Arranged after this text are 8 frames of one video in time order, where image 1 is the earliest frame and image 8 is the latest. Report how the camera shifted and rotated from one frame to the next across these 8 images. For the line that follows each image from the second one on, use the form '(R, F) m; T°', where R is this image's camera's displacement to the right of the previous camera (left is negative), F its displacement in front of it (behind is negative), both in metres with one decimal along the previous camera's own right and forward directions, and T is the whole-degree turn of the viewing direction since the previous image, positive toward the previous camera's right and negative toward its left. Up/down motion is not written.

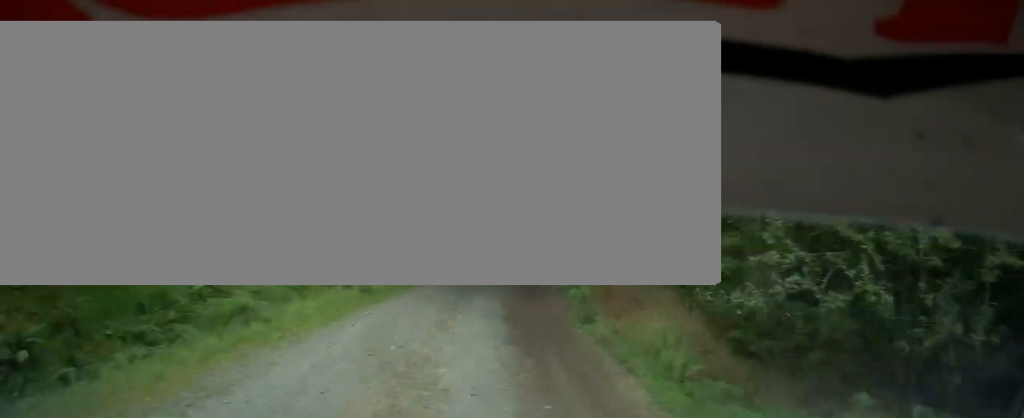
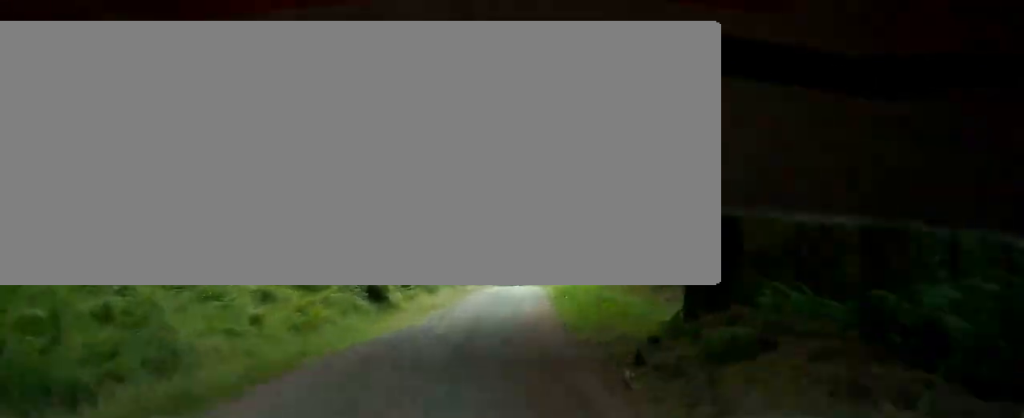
(+0.4, +12.6) m; 0°
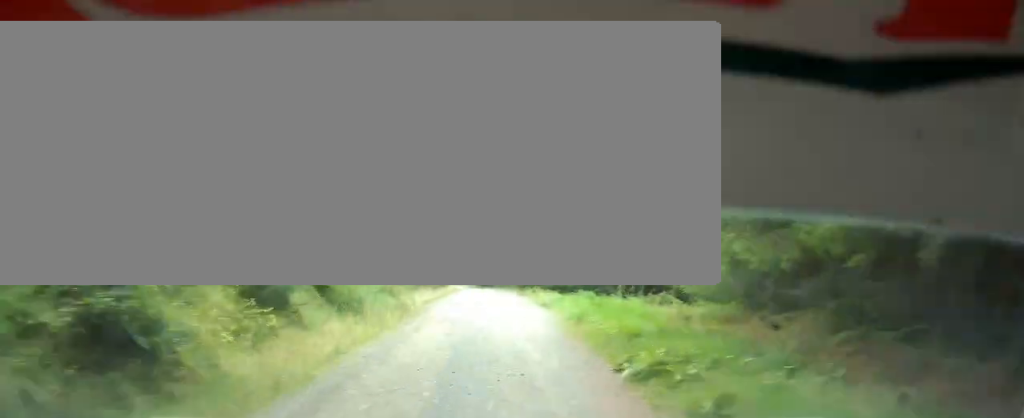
(-0.4, +14.0) m; 0°
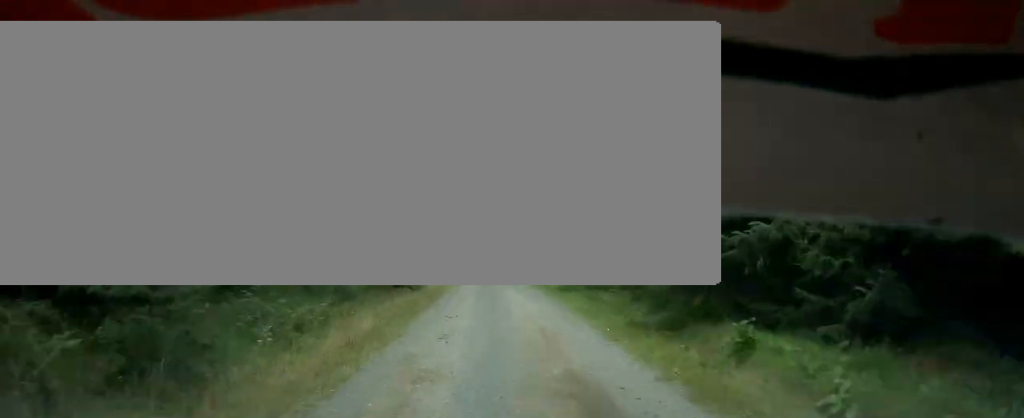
(0.0, +34.0) m; -2°
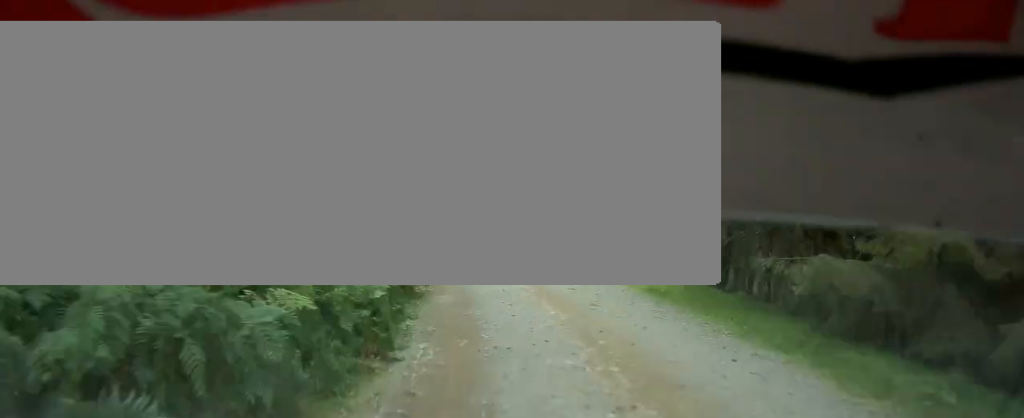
(-2.5, +41.7) m; -9°
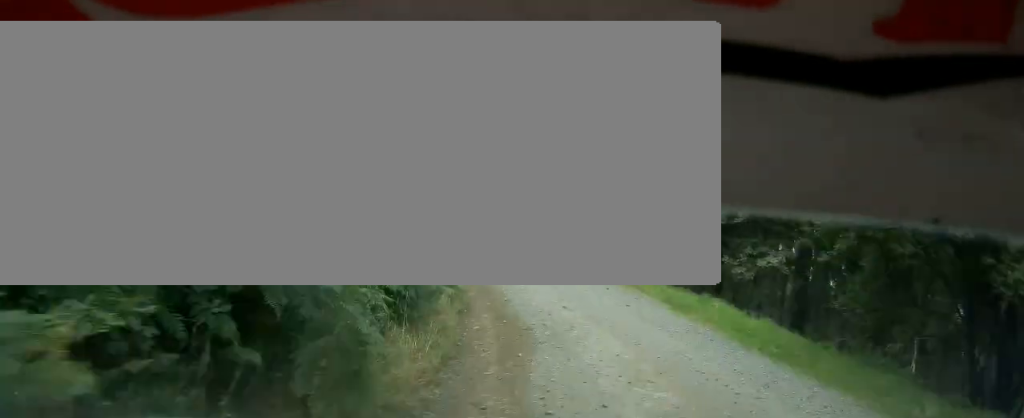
(-0.5, +14.7) m; -2°
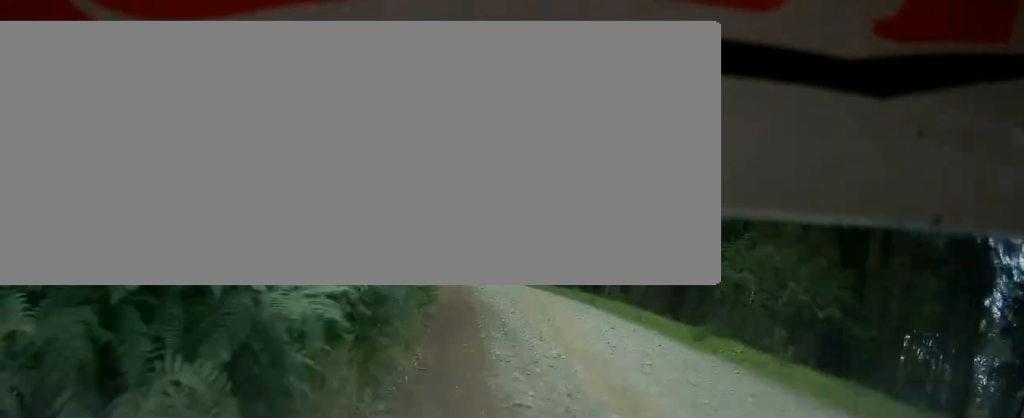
(-0.9, +27.1) m; -5°
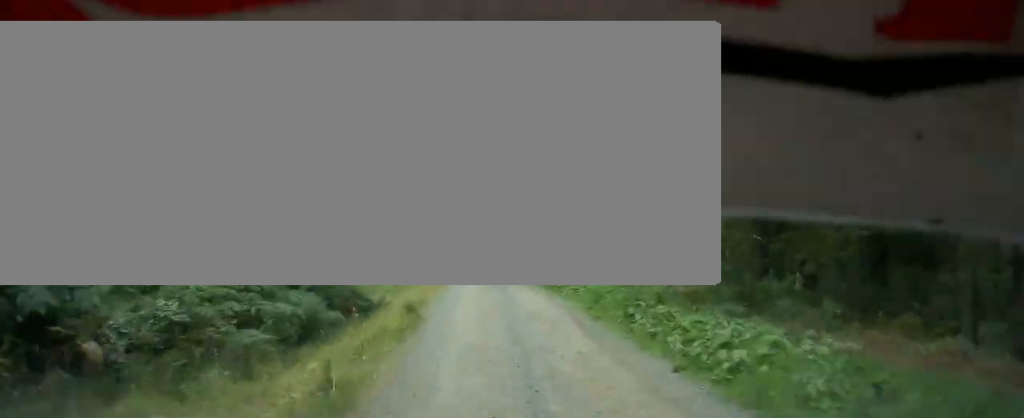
(-4.5, +53.7) m; -10°
